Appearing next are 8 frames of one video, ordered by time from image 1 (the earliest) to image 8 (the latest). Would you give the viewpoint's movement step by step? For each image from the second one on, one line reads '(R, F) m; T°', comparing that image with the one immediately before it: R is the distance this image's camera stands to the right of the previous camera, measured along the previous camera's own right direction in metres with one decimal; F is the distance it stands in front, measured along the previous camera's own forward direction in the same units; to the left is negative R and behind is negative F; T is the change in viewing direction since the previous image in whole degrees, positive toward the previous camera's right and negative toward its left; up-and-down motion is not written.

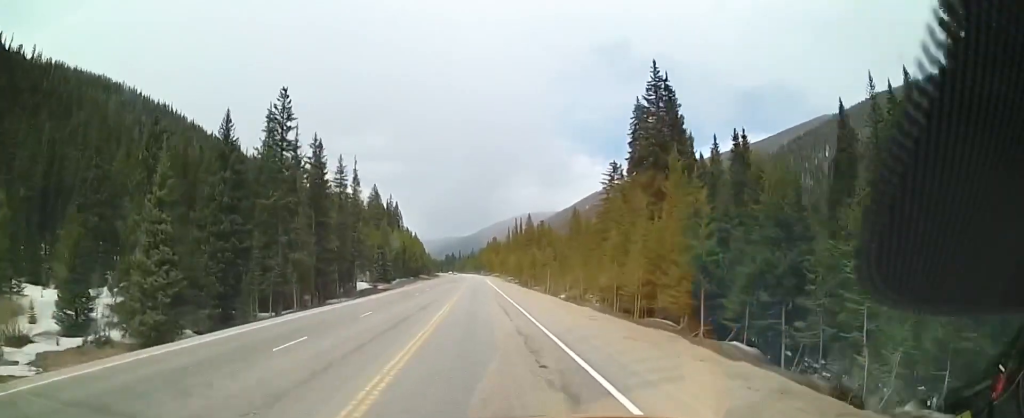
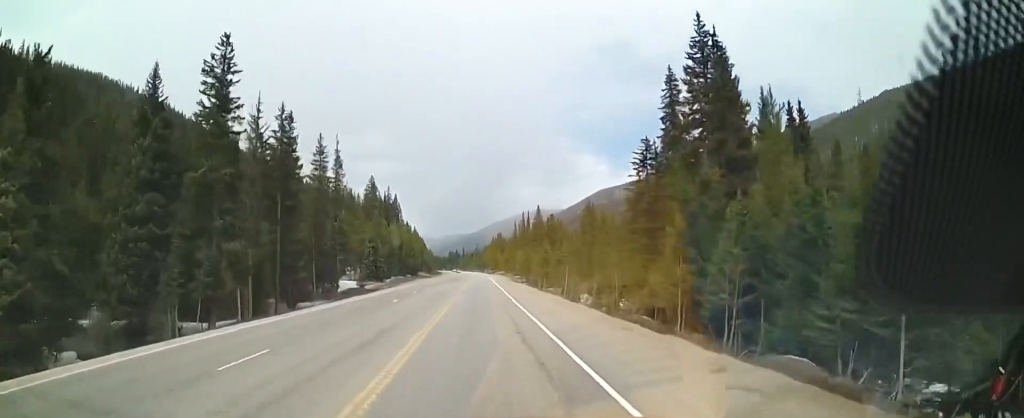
(-0.1, +14.4) m; -1°
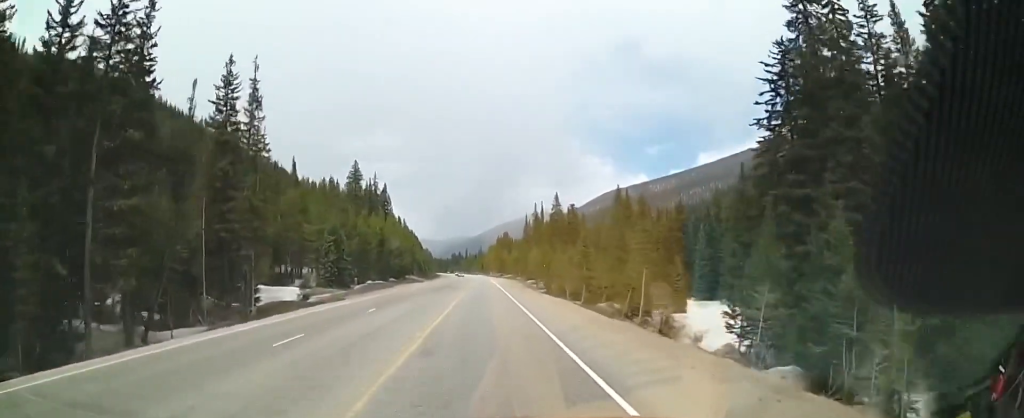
(-0.8, +32.2) m; -2°
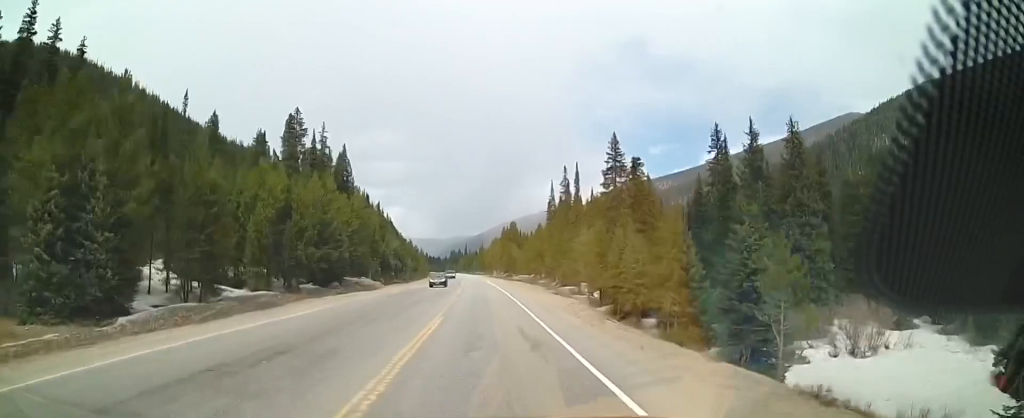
(+0.6, +56.7) m; +1°
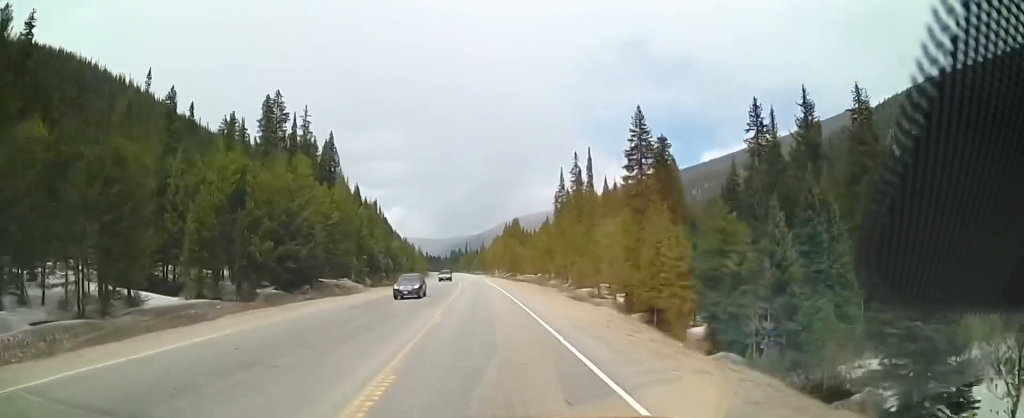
(-0.1, +11.8) m; -1°
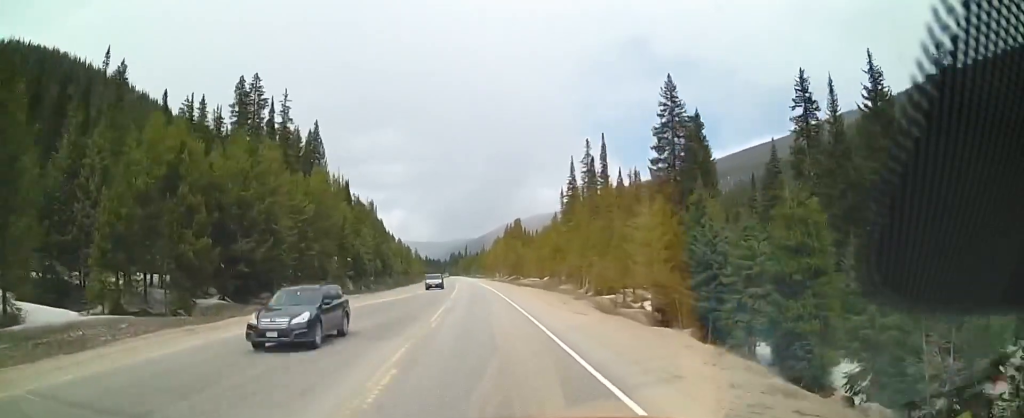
(0.0, +10.9) m; -1°
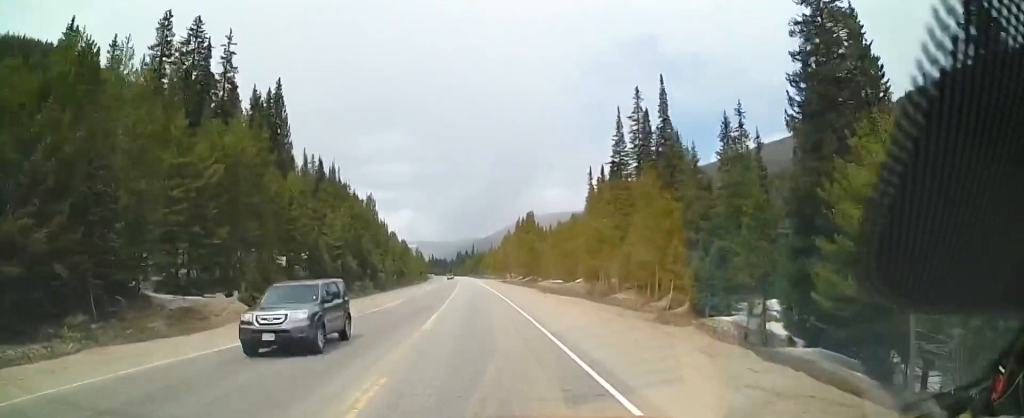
(-0.5, +25.1) m; -1°
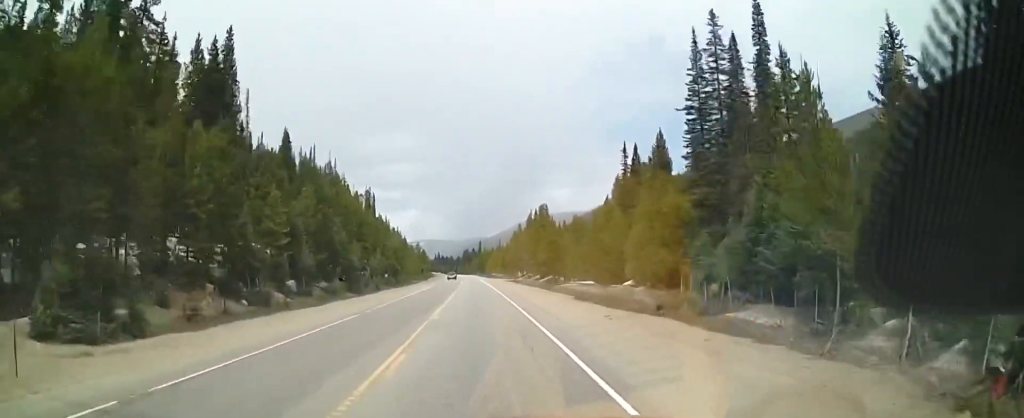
(+0.2, +19.9) m; 0°
